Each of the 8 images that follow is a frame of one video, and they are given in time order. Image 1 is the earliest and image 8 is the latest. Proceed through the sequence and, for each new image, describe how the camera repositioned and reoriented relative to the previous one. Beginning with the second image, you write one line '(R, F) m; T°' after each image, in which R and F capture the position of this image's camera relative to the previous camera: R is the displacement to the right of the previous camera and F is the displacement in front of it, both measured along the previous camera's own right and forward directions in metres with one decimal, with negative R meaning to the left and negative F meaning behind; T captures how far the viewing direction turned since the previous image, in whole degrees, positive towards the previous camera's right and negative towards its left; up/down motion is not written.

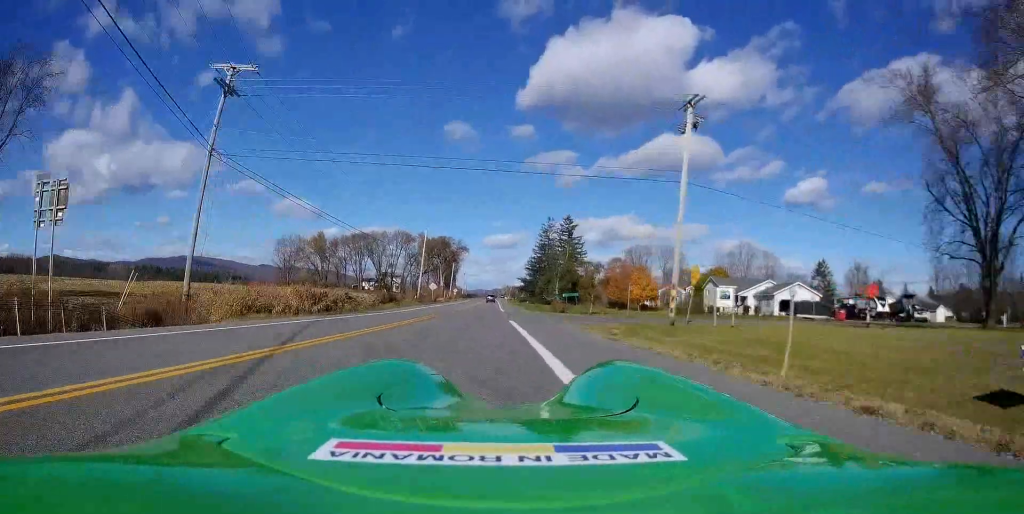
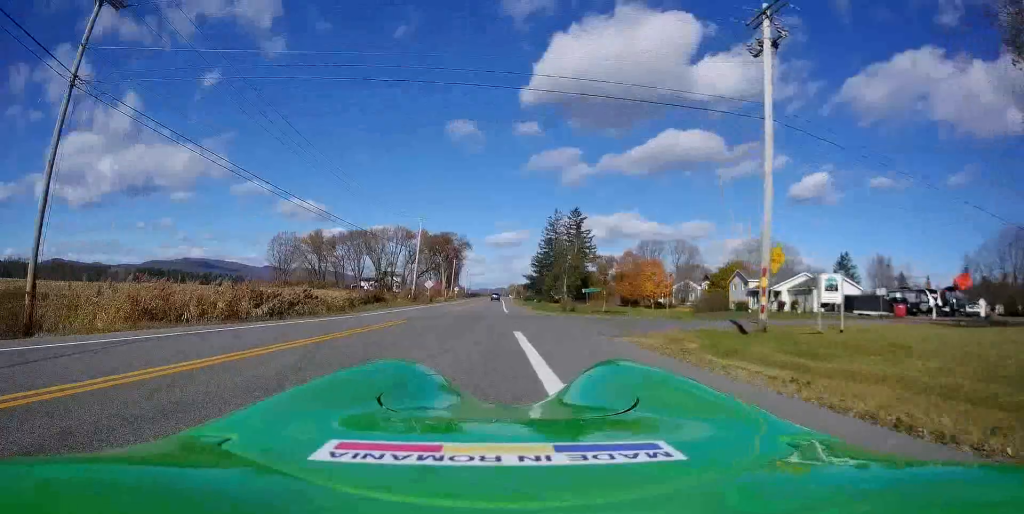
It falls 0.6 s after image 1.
(+0.1, +10.1) m; 0°
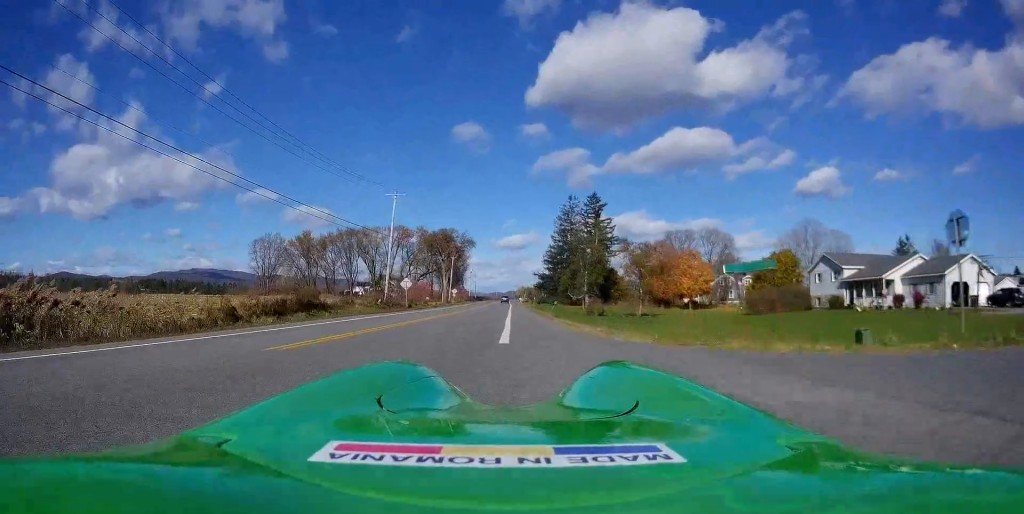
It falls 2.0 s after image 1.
(-0.8, +23.4) m; -3°
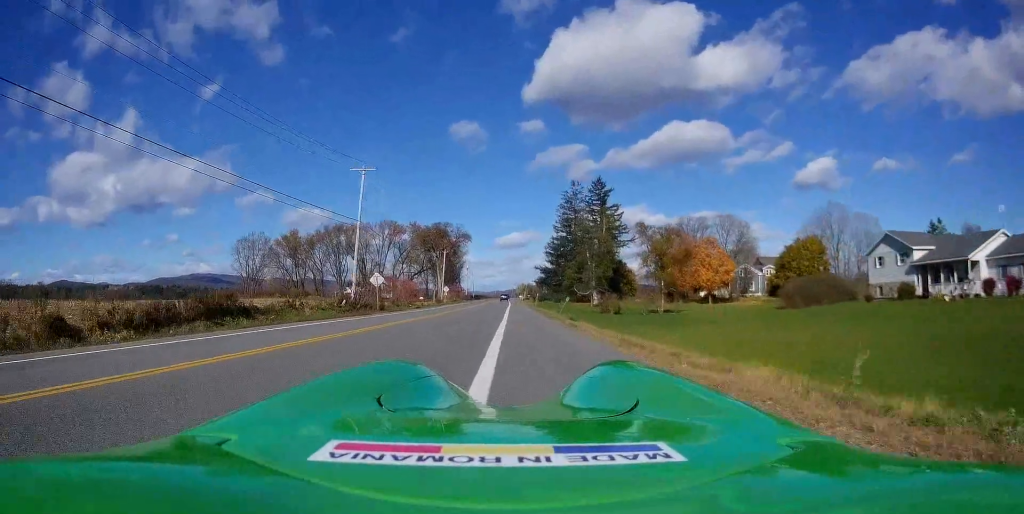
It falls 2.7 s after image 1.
(-0.1, +12.0) m; 0°
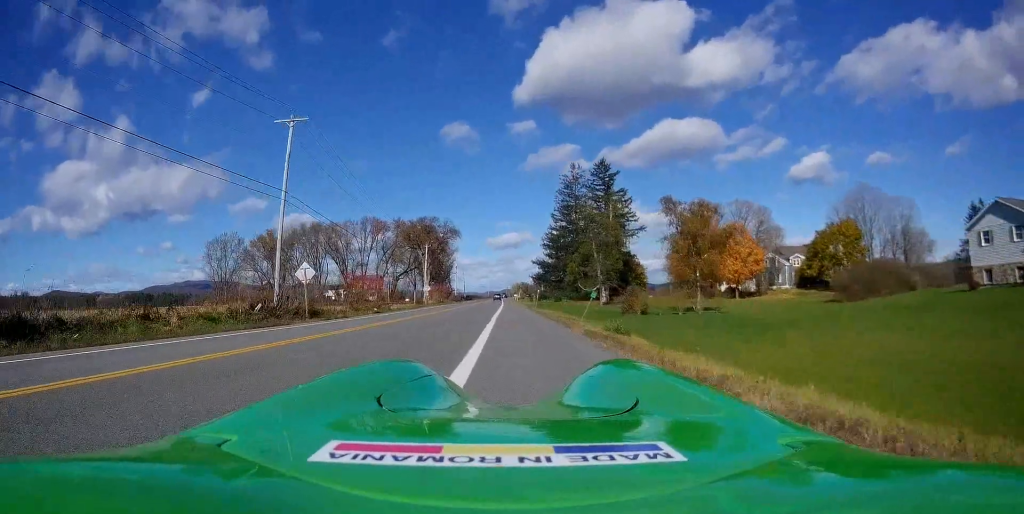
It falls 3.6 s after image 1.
(+0.1, +16.1) m; +1°
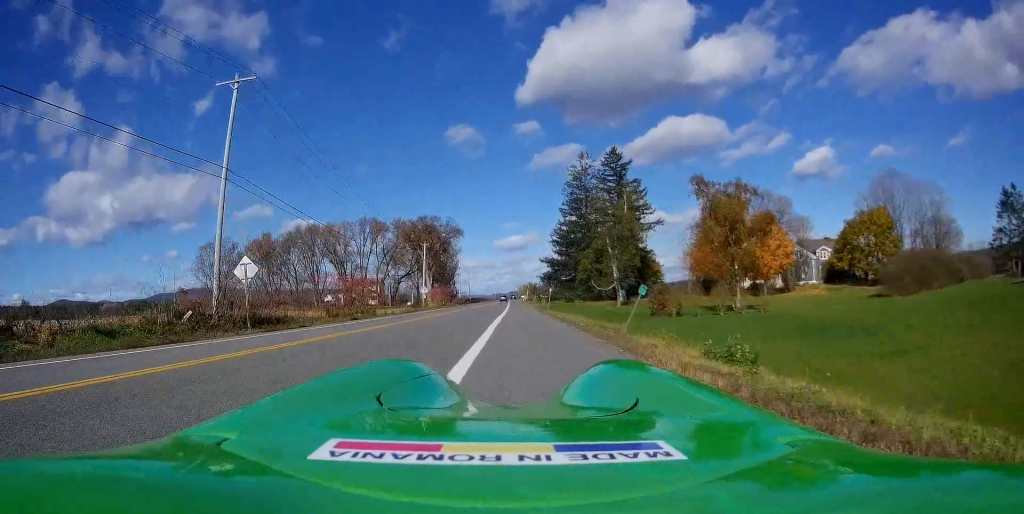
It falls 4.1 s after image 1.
(+0.2, +8.4) m; 0°
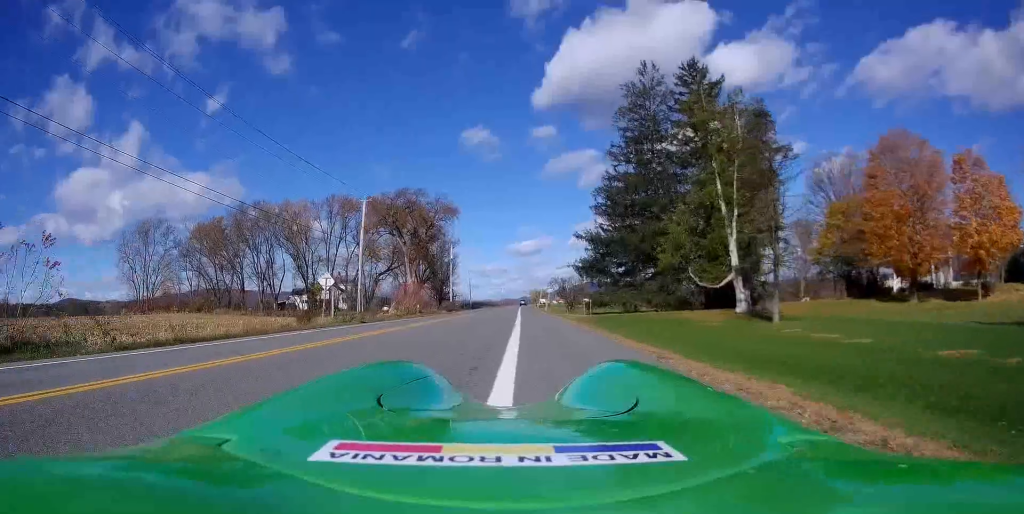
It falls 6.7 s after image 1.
(-0.9, +42.0) m; -1°
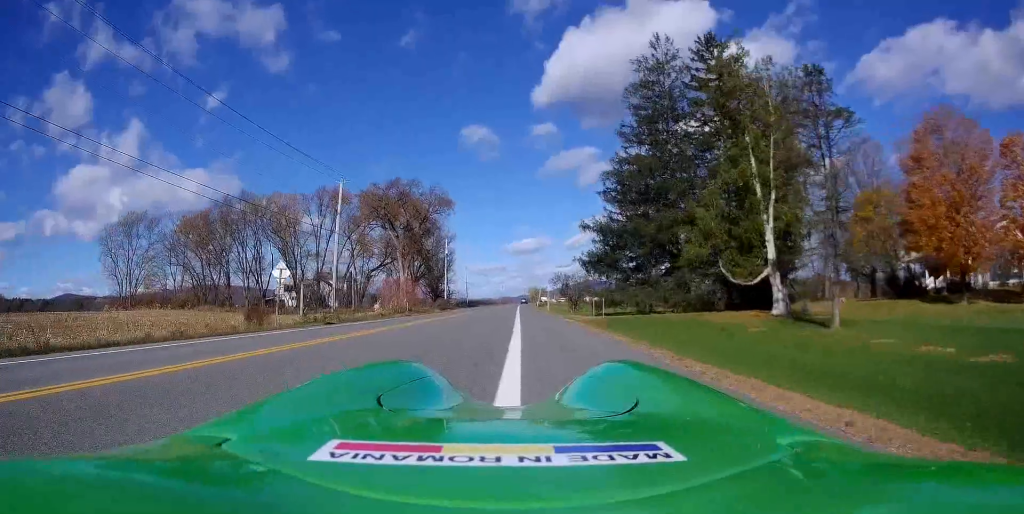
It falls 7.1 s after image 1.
(0.0, +6.7) m; 0°
